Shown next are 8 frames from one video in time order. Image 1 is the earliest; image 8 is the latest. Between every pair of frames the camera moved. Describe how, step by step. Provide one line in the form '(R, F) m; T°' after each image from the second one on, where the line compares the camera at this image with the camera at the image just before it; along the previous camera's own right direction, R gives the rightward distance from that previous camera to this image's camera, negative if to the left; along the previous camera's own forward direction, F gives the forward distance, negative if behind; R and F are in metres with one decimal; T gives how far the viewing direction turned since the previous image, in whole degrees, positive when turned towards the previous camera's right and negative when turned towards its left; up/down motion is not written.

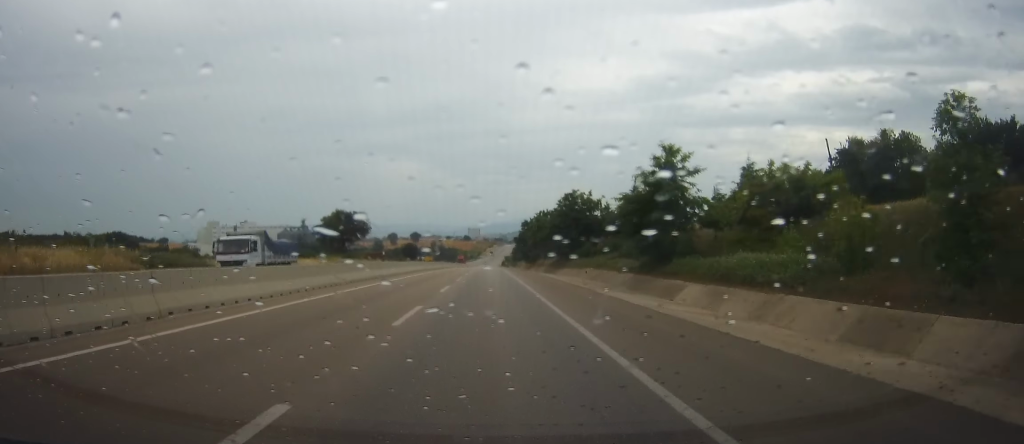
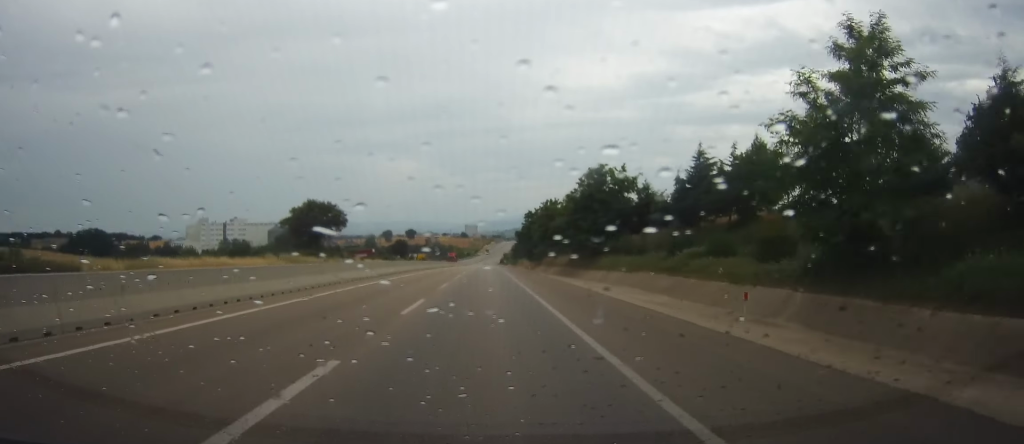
(0.0, +20.9) m; 0°
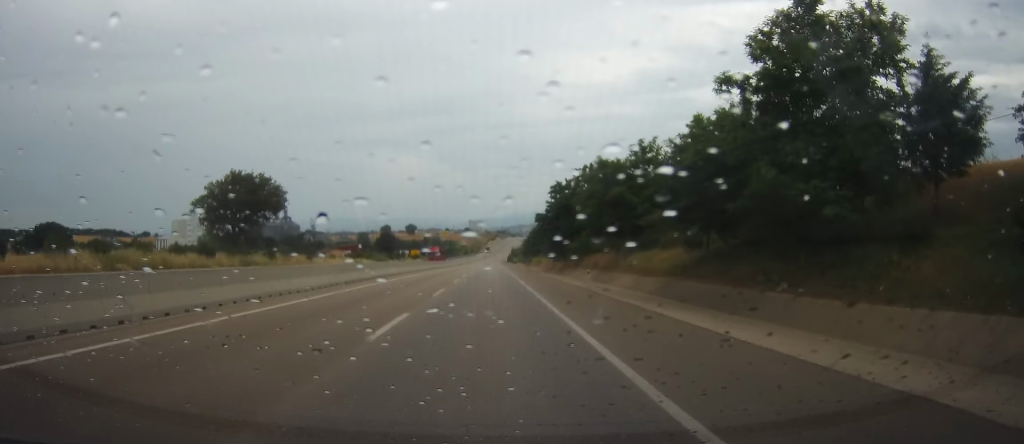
(+0.2, +39.5) m; 0°
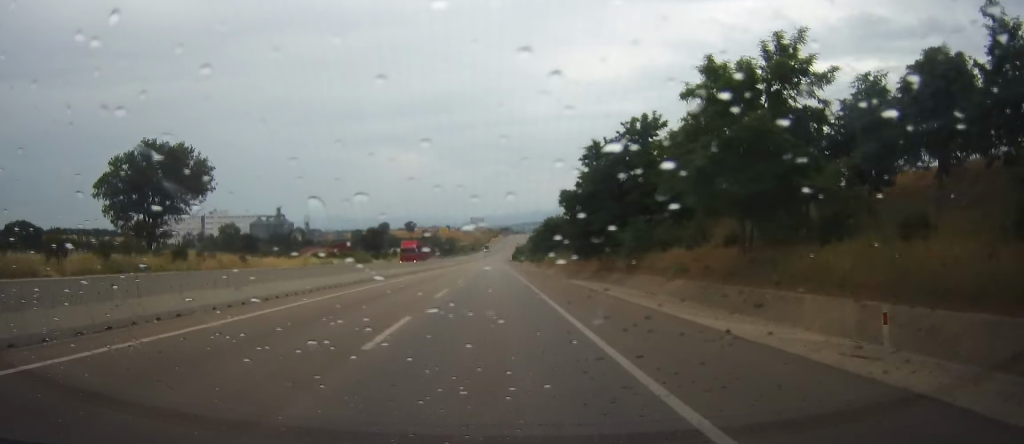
(-0.1, +24.7) m; 0°
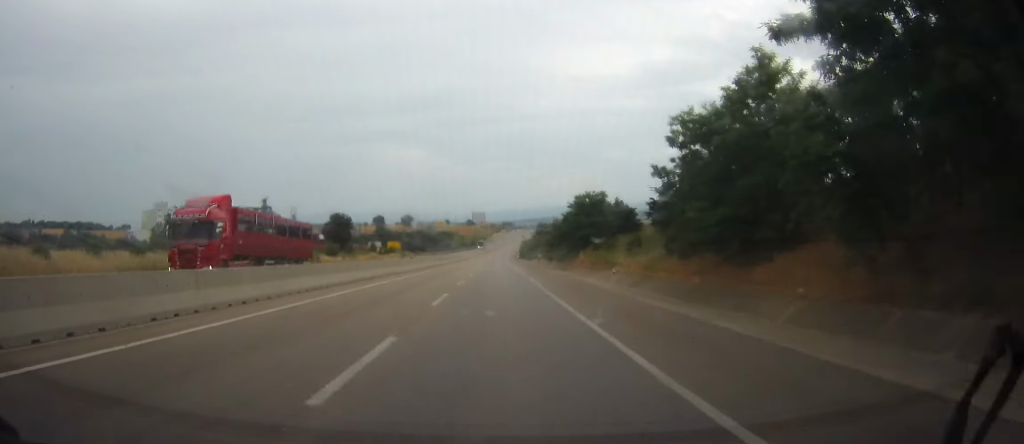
(+0.1, +39.4) m; 0°
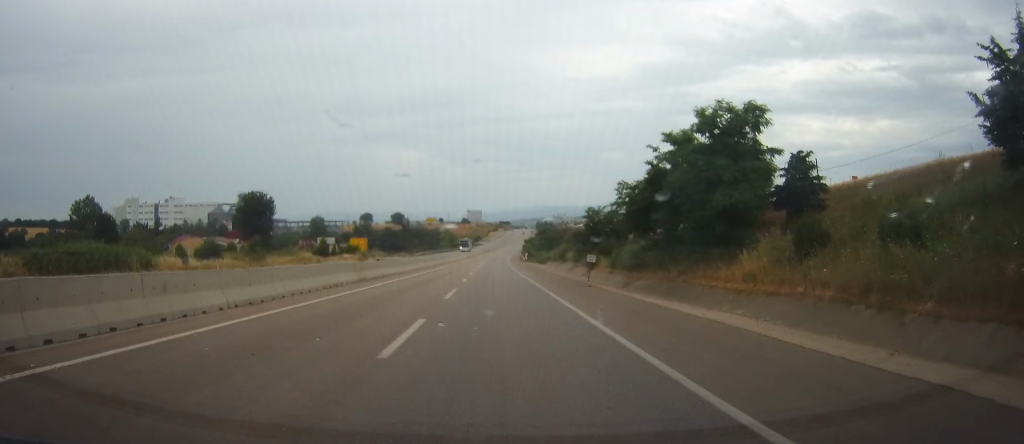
(+0.1, +44.3) m; 0°
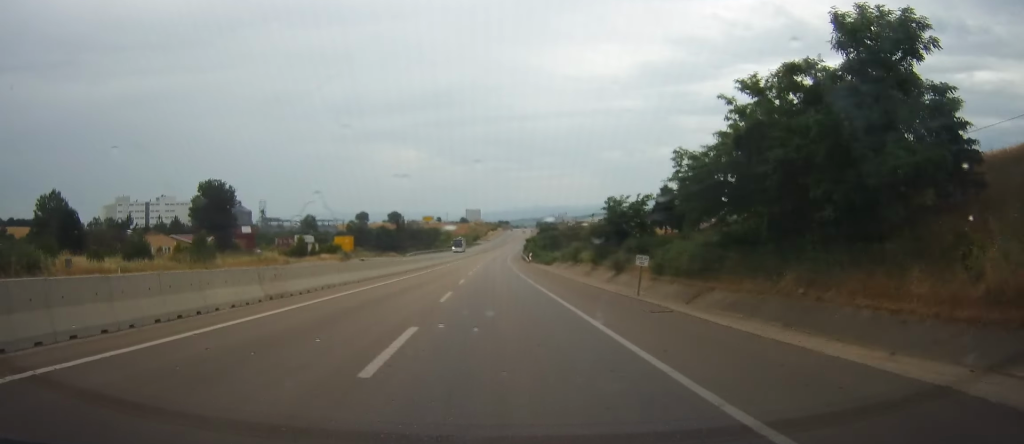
(-0.1, +12.3) m; 0°
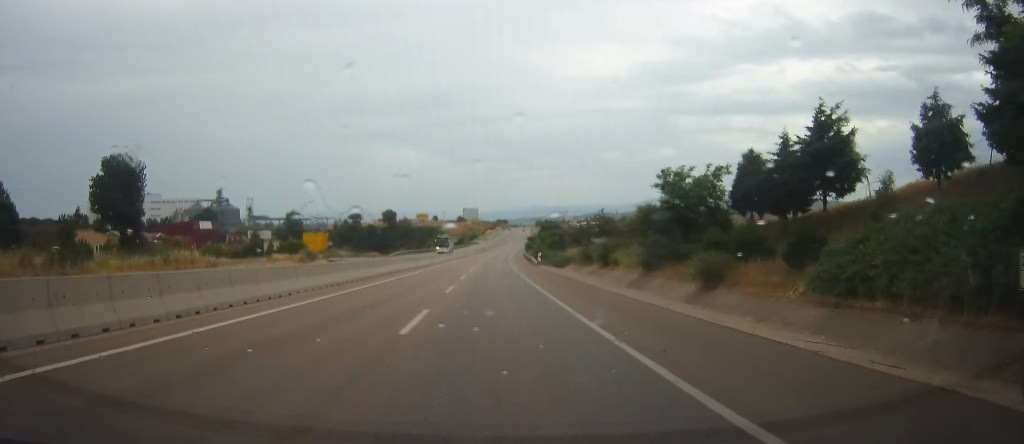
(0.0, +20.0) m; 0°
